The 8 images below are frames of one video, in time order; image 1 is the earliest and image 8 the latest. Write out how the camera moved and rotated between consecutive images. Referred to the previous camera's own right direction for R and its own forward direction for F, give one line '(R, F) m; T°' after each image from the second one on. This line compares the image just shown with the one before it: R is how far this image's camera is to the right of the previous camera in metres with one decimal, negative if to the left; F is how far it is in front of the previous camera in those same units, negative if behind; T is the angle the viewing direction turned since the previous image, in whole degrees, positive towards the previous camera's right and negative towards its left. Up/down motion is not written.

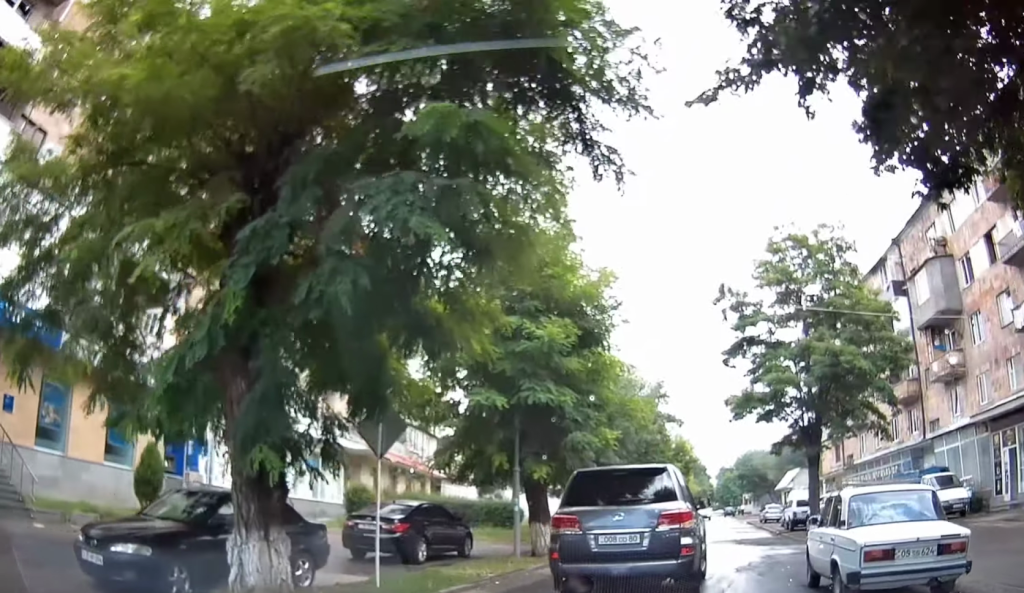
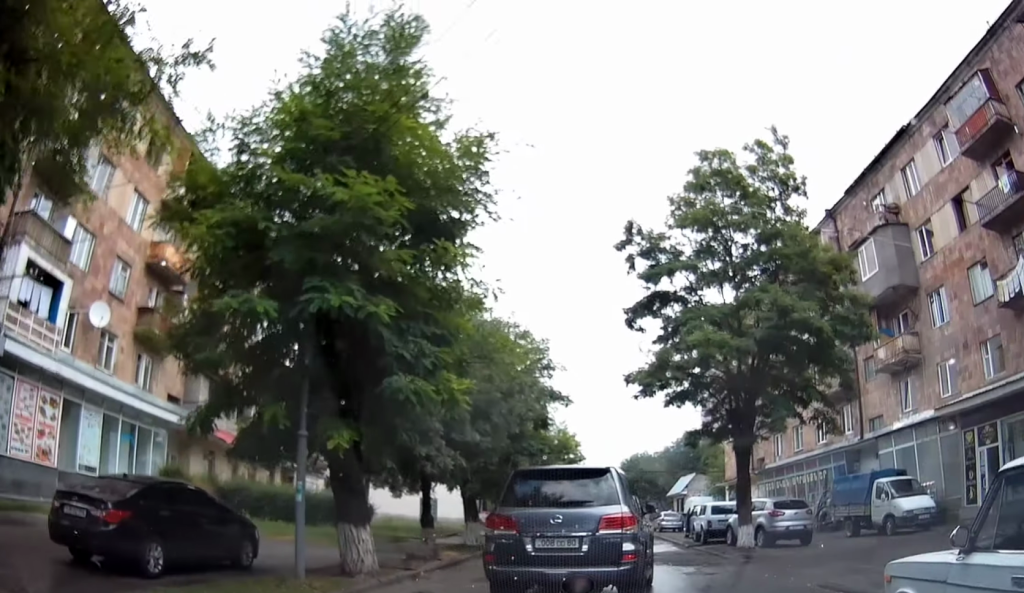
(+1.2, +6.0) m; +23°
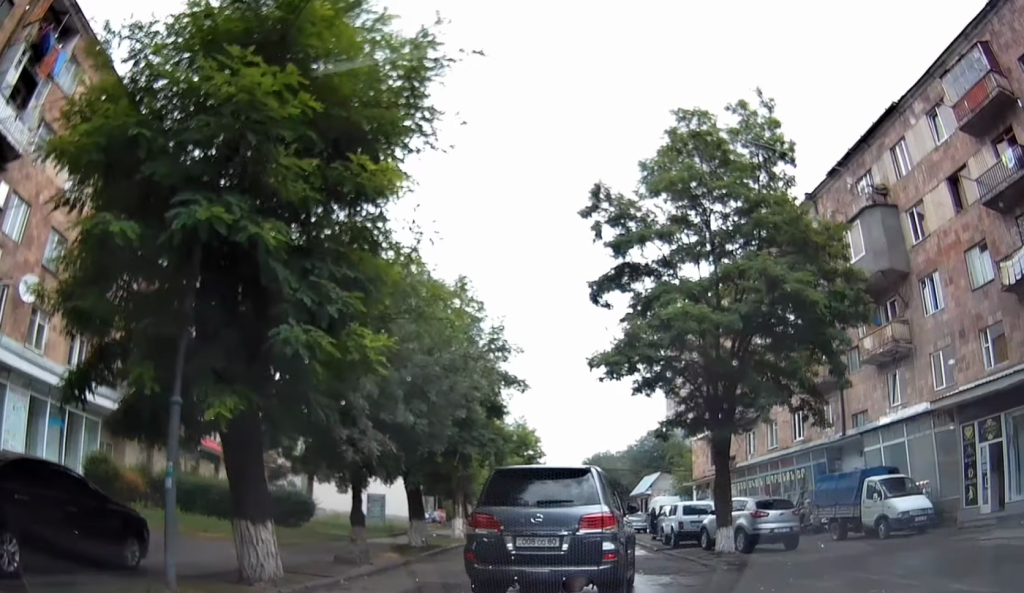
(+0.3, +2.5) m; +8°
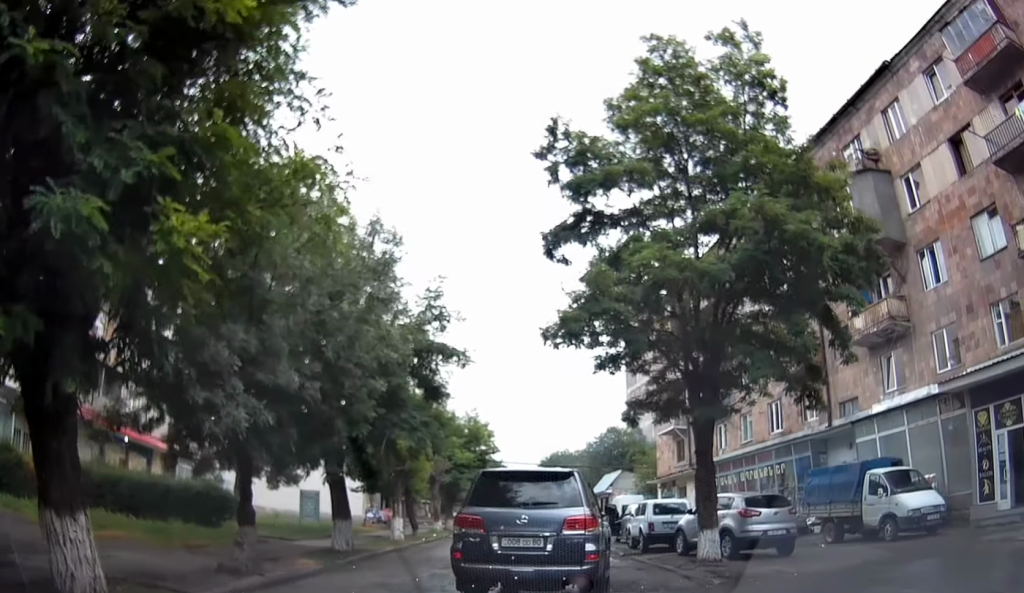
(+0.3, +3.5) m; +8°
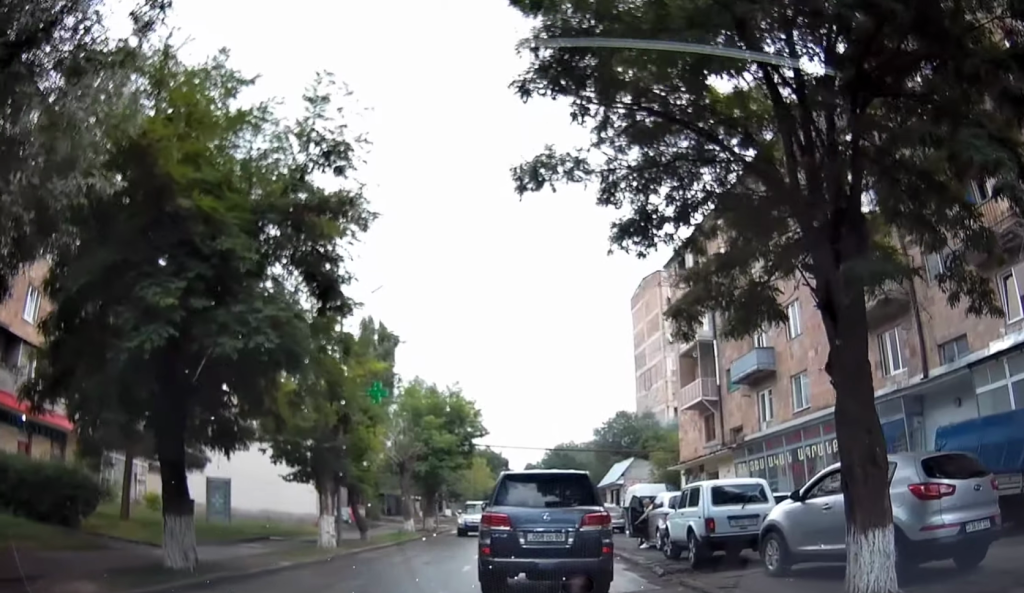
(+1.2, +9.0) m; +7°
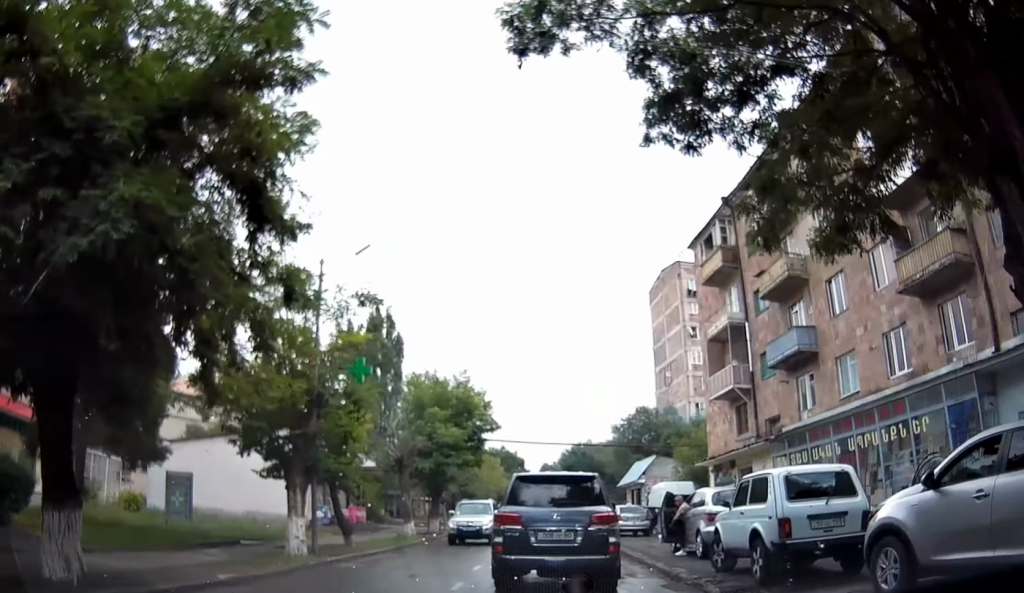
(-0.3, +3.5) m; +4°
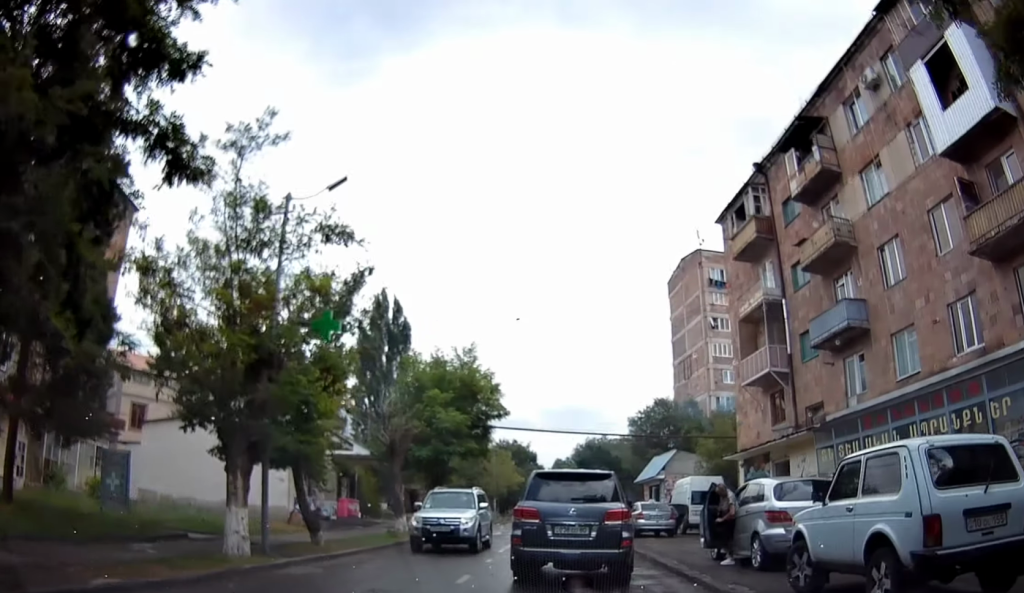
(+0.1, +3.7) m; +4°
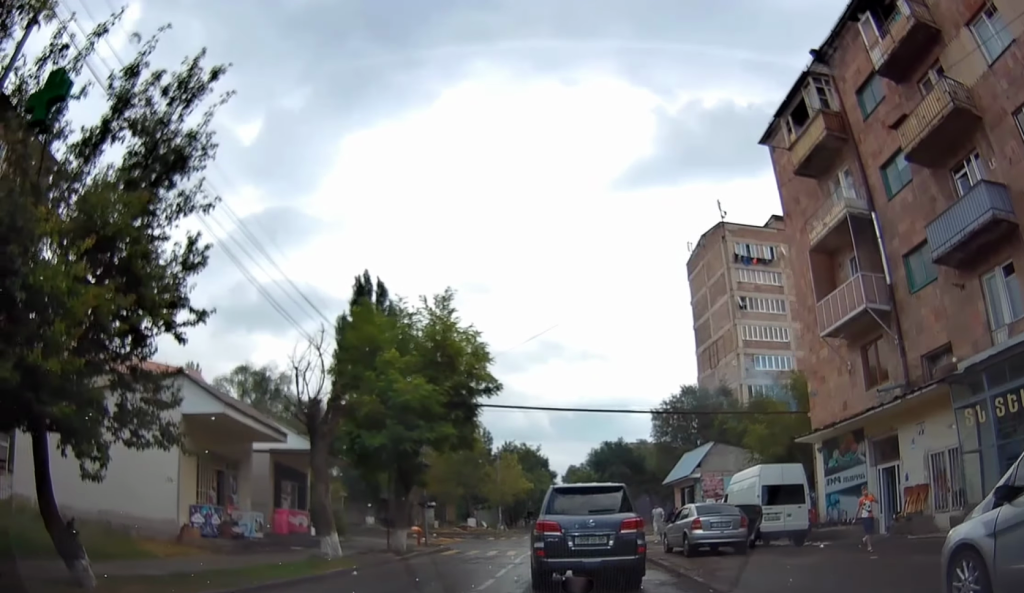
(+0.4, +9.1) m; -2°
